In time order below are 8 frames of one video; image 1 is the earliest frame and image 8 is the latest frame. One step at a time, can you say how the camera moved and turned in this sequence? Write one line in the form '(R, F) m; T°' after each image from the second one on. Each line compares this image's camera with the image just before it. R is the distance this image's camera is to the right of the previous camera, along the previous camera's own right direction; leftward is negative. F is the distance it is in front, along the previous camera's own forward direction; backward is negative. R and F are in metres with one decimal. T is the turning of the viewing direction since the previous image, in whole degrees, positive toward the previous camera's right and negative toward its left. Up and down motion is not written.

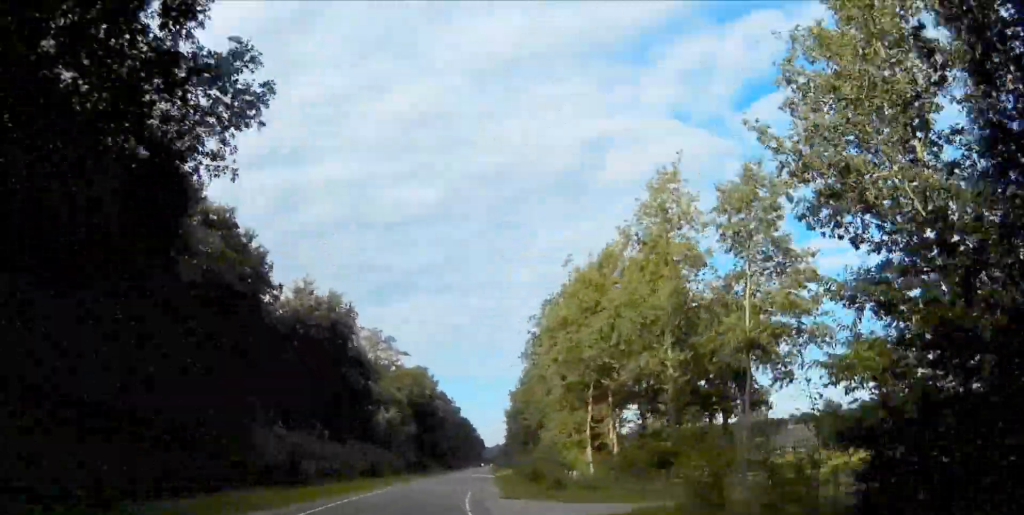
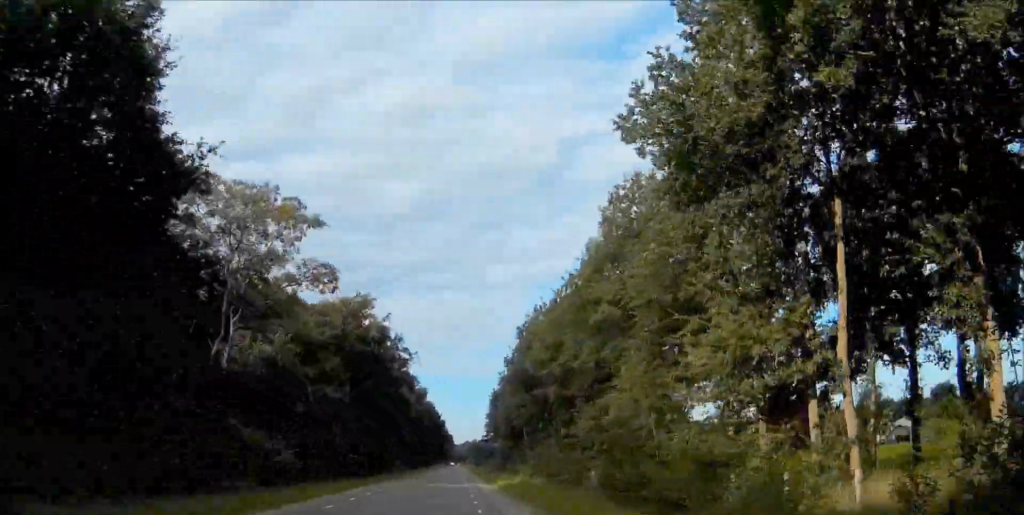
(+0.2, +35.3) m; +2°
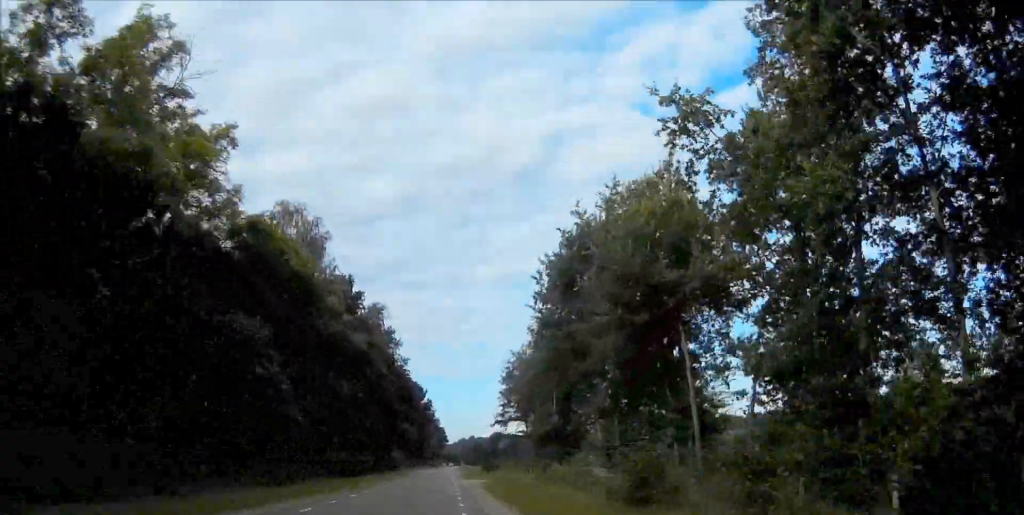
(+1.6, +61.0) m; +1°
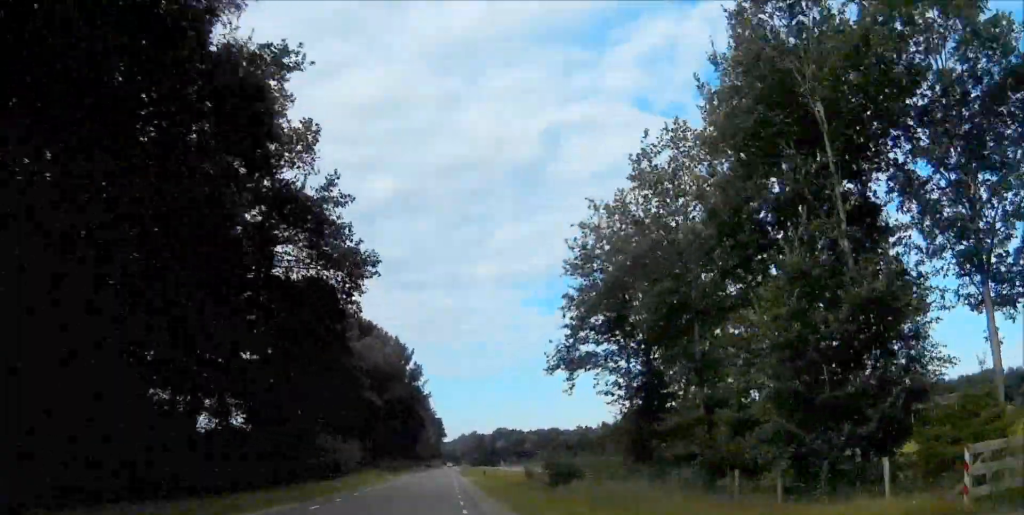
(-0.2, +43.4) m; 0°
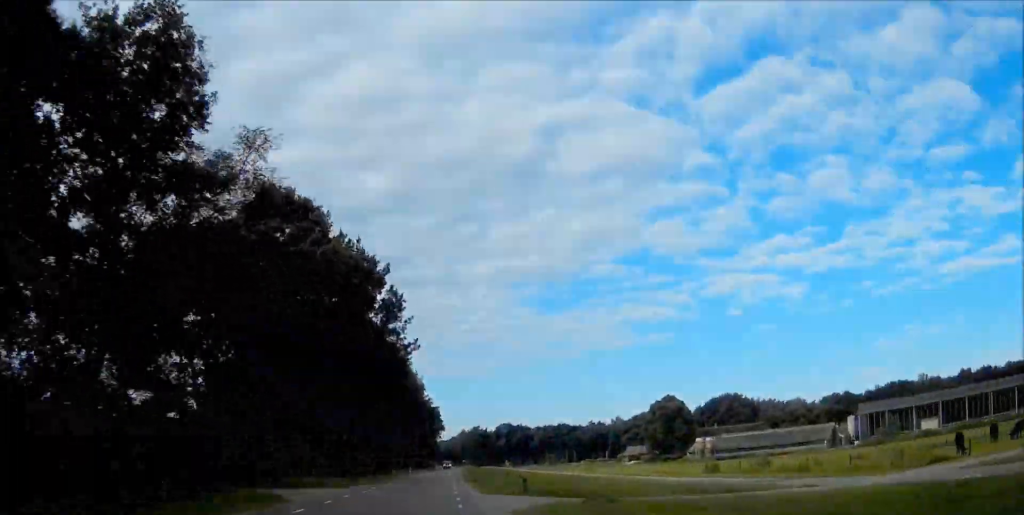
(-0.1, +34.0) m; +1°
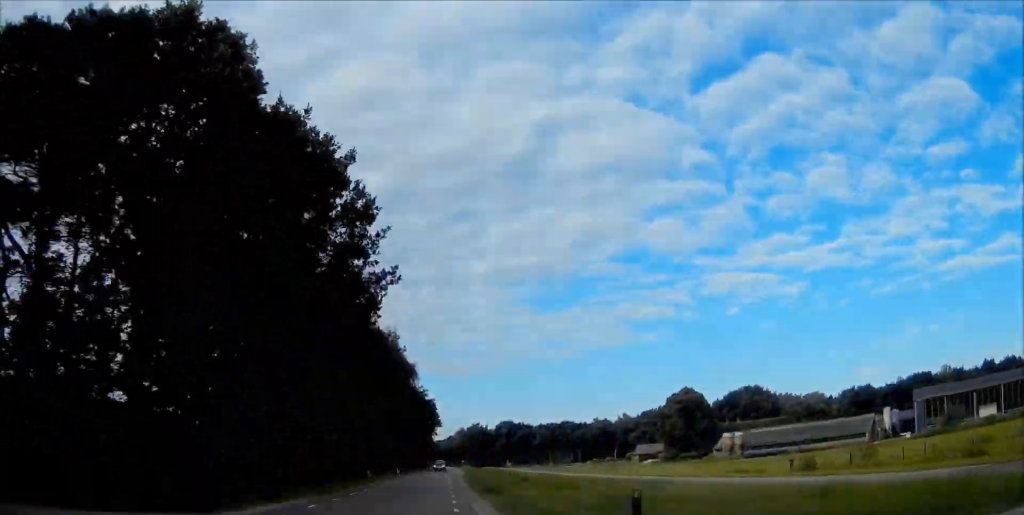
(+0.3, +17.6) m; 0°
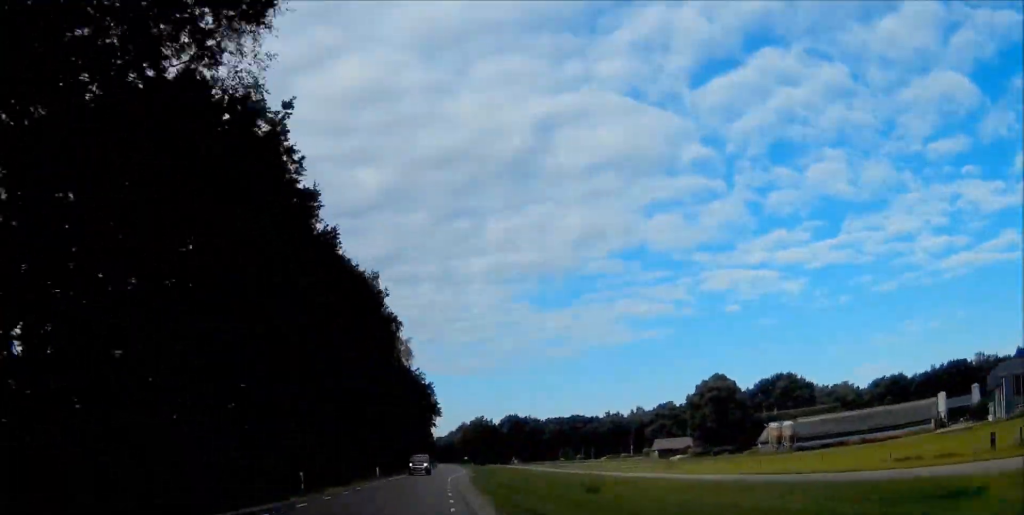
(0.0, +21.1) m; 0°
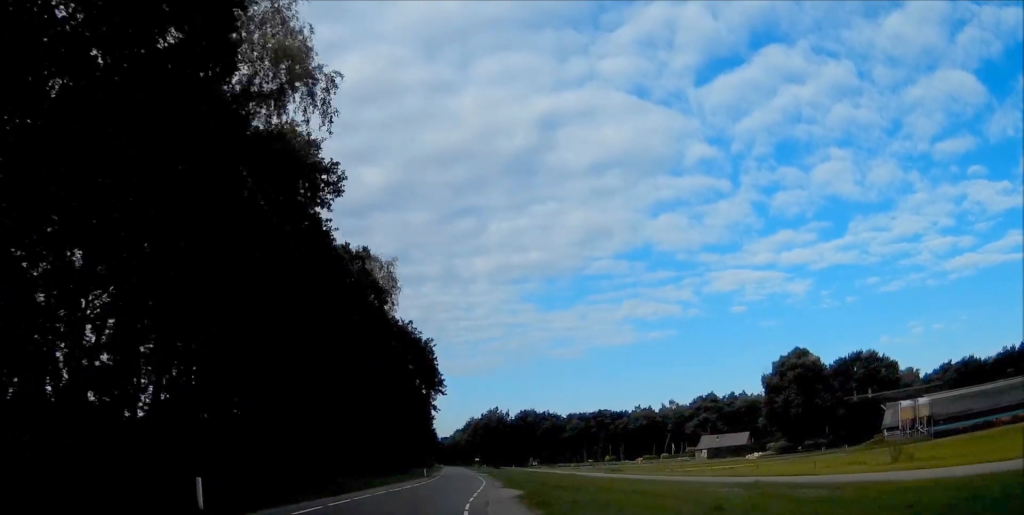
(-0.1, +37.5) m; 0°
